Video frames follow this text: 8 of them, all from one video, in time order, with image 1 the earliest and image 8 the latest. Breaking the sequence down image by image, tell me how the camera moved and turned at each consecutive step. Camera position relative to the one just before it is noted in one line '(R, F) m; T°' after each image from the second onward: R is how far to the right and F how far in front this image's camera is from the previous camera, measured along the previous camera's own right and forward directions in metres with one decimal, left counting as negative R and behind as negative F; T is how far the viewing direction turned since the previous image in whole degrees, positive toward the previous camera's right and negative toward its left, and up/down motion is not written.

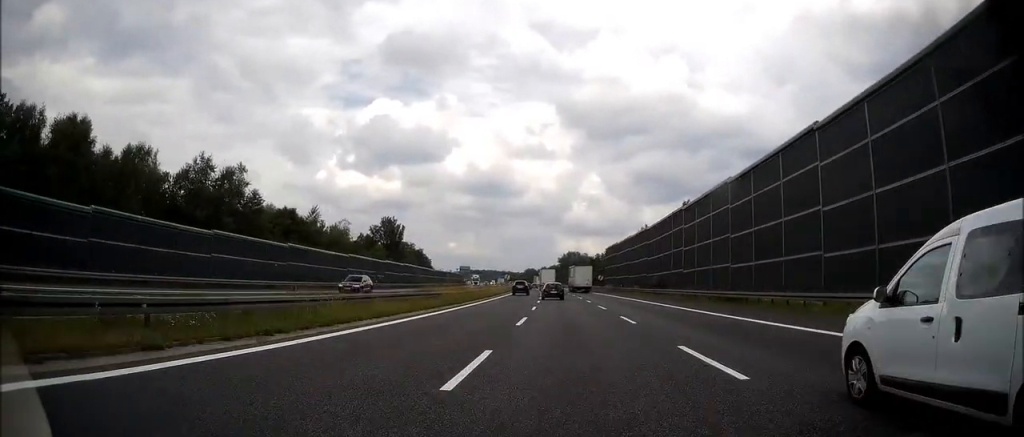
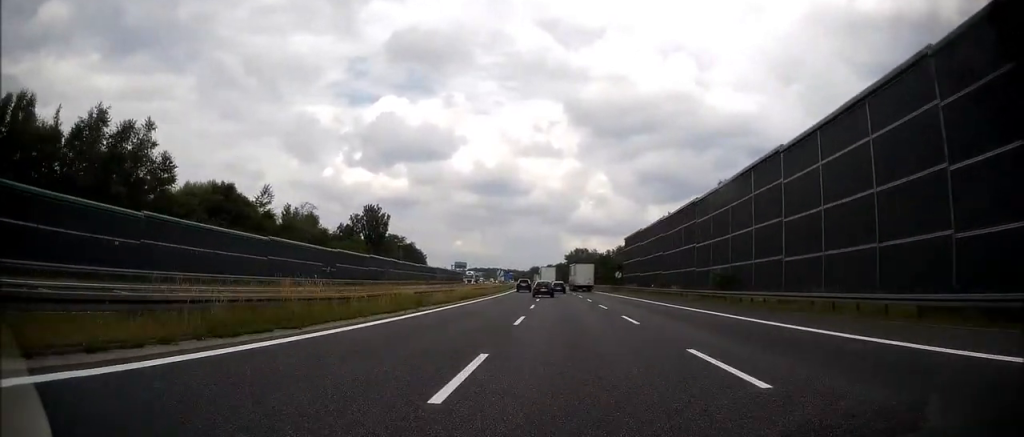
(0.0, +24.8) m; -1°
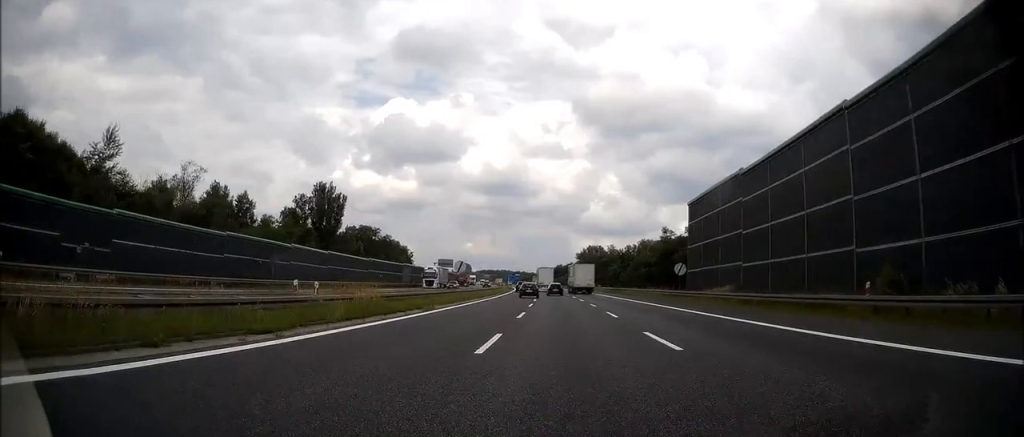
(-0.8, +43.3) m; -1°
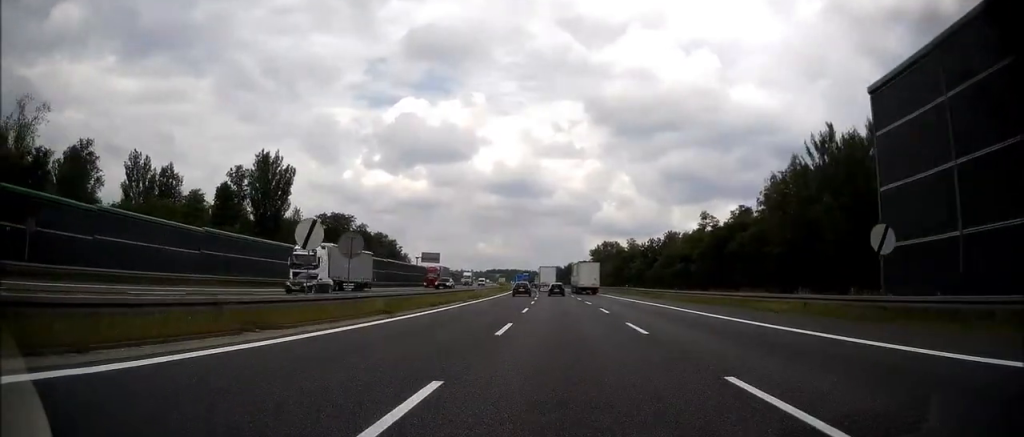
(+0.3, +32.0) m; 0°
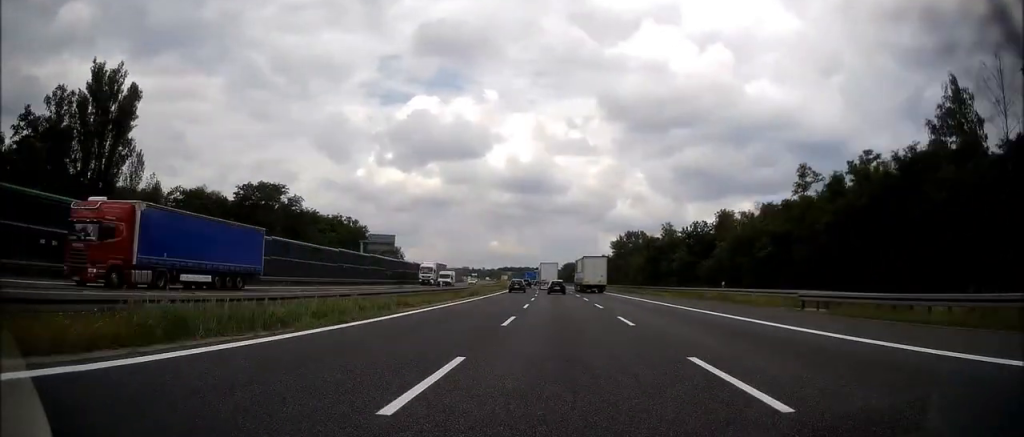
(-0.6, +45.0) m; -1°
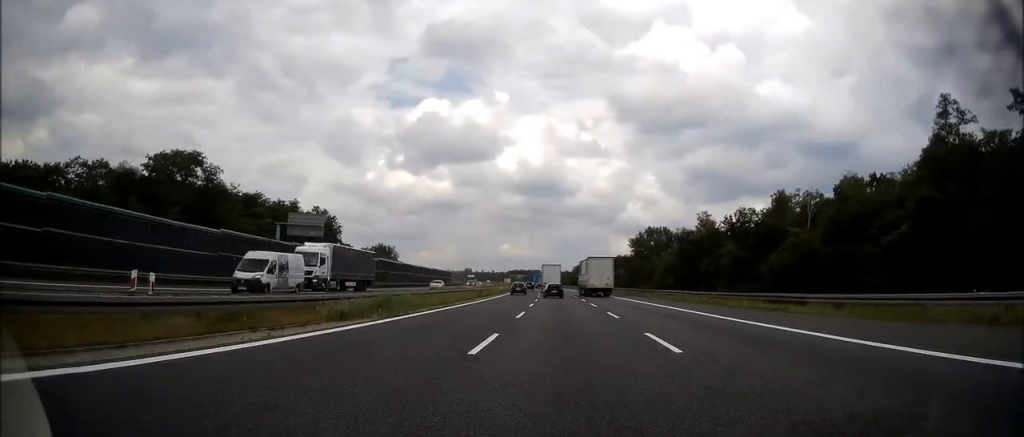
(-0.3, +30.5) m; -1°
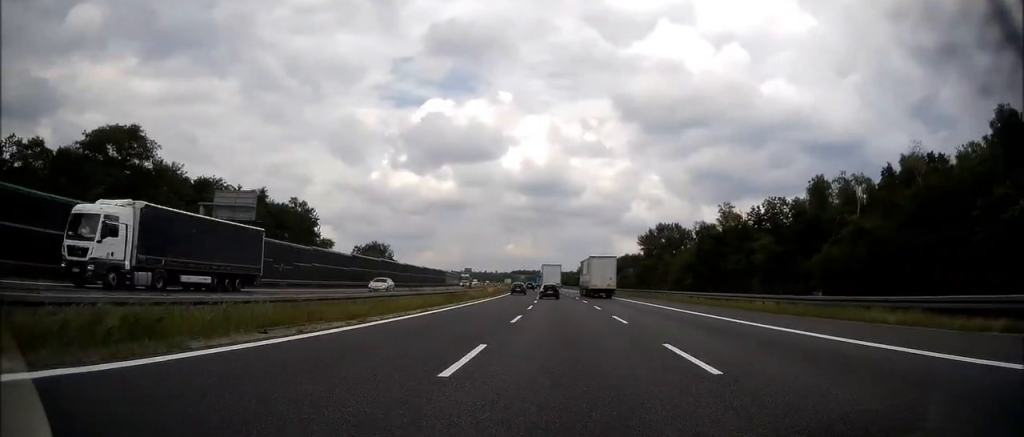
(-0.1, +14.9) m; -1°
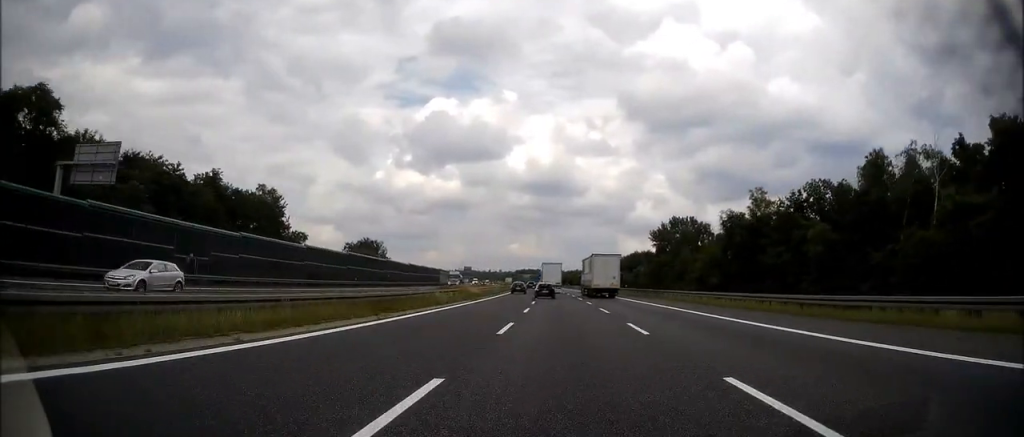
(0.0, +16.9) m; -1°
